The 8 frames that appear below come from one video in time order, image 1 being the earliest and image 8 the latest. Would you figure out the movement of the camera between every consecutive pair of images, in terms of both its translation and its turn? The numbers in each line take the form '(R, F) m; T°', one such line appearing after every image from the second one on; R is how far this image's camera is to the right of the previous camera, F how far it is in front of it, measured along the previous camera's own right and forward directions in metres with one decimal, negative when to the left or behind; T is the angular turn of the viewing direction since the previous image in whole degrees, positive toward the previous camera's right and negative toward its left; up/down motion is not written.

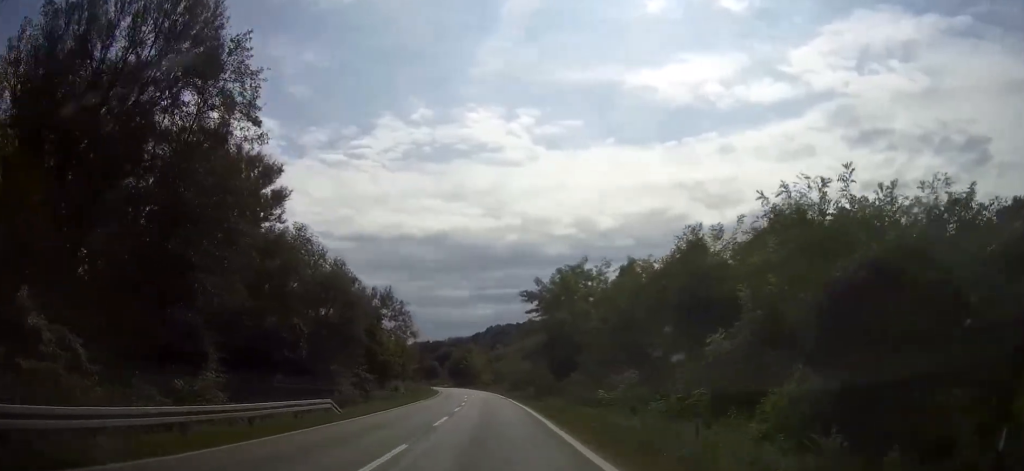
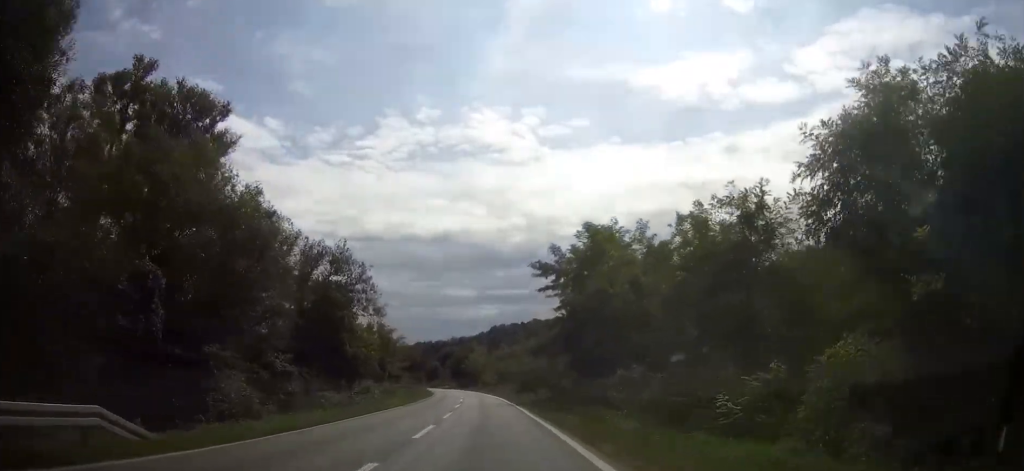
(0.0, +16.1) m; -1°
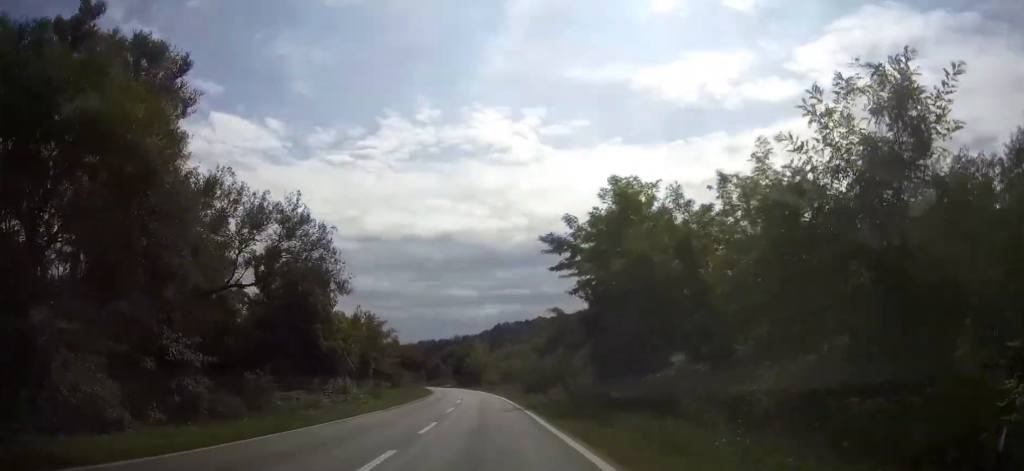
(0.0, +8.9) m; 0°
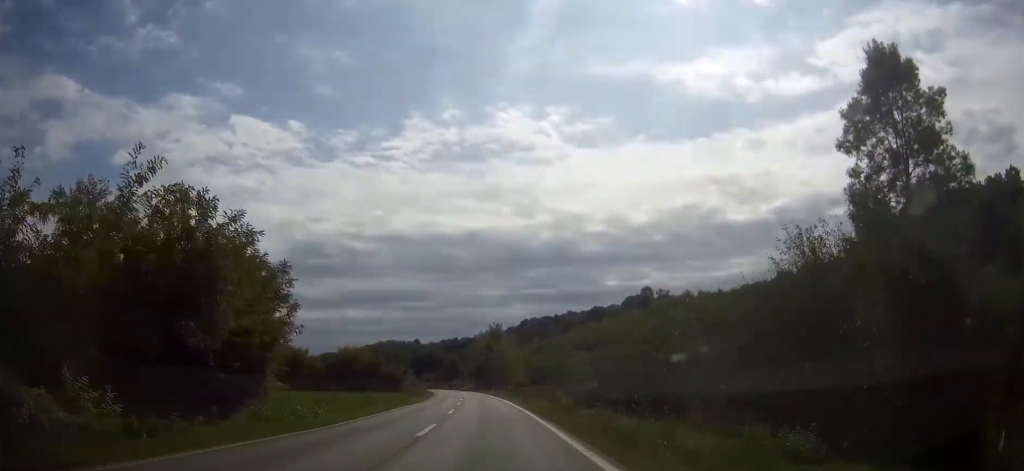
(-0.9, +43.5) m; -2°
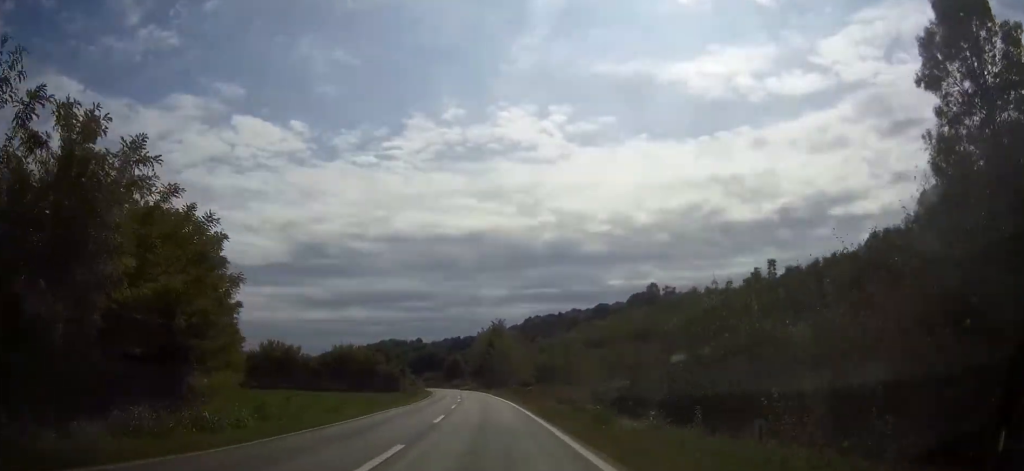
(0.0, +8.1) m; 0°
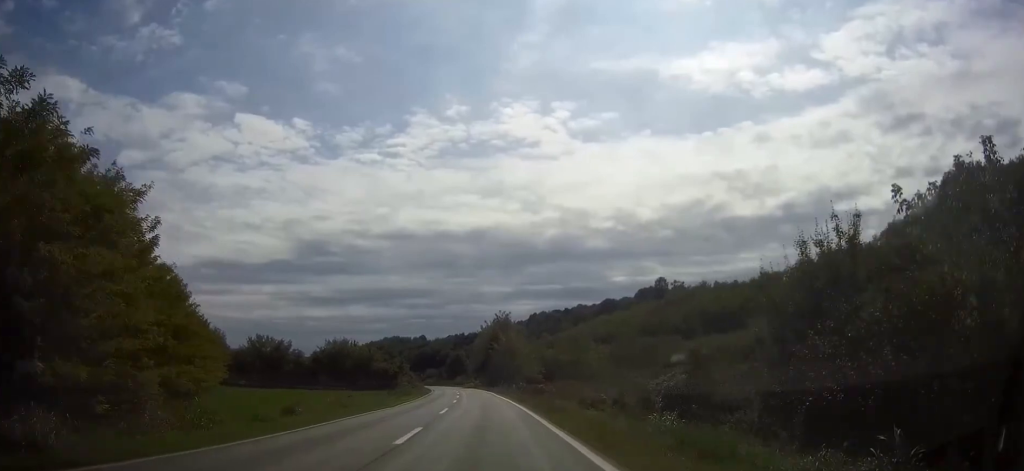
(0.0, +9.5) m; 0°
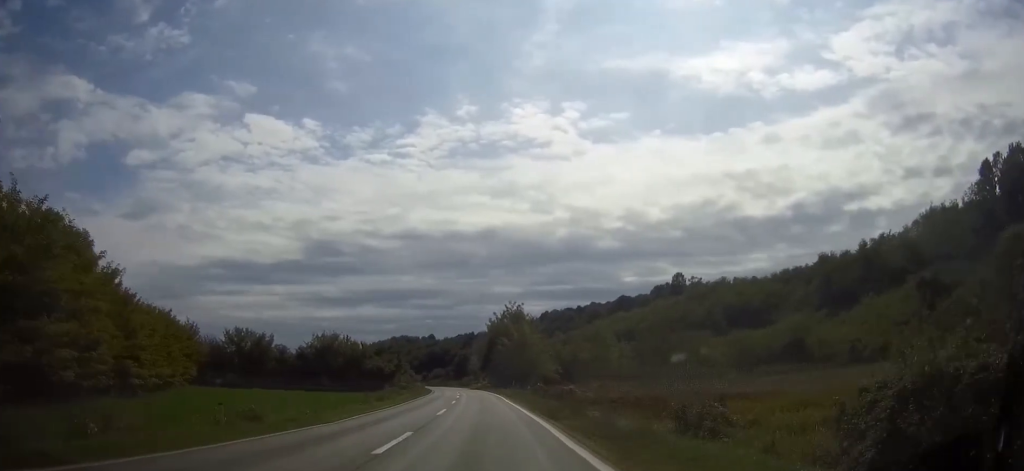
(0.0, +16.3) m; -1°
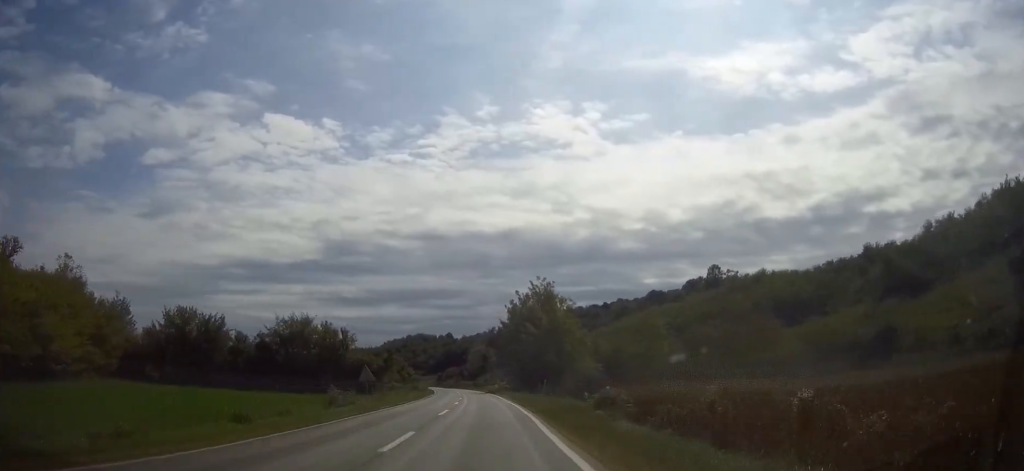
(-0.6, +29.2) m; -2°
